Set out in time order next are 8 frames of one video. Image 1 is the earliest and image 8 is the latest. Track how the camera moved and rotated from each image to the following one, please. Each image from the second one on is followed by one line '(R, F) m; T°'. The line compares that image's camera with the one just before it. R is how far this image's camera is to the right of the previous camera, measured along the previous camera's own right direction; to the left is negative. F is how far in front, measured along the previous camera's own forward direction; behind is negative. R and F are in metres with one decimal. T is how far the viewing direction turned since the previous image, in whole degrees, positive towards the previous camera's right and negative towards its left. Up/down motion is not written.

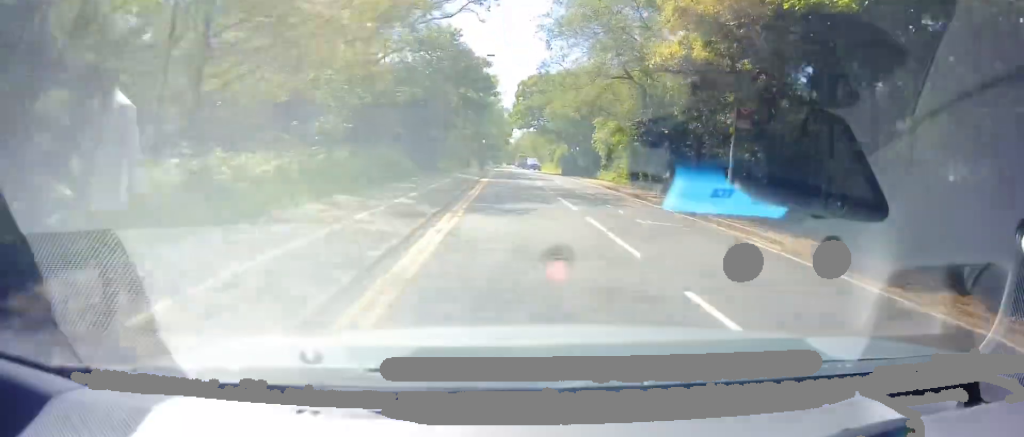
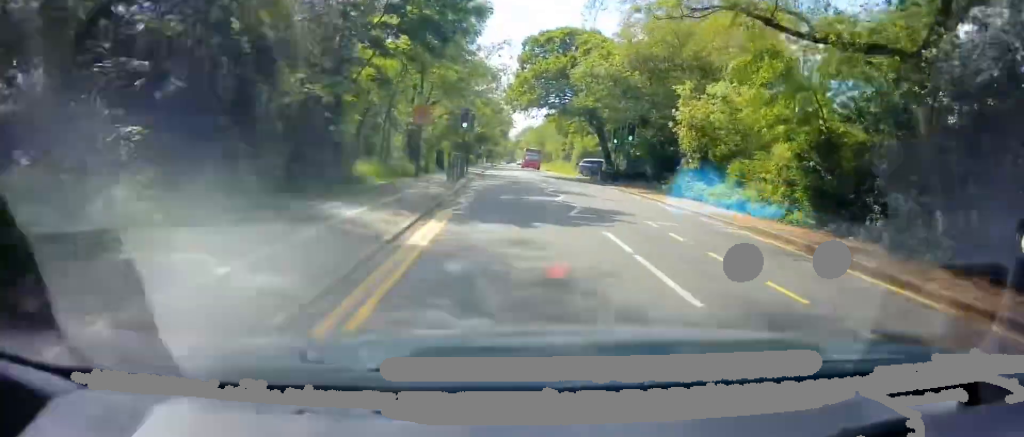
(0.0, +24.3) m; 0°
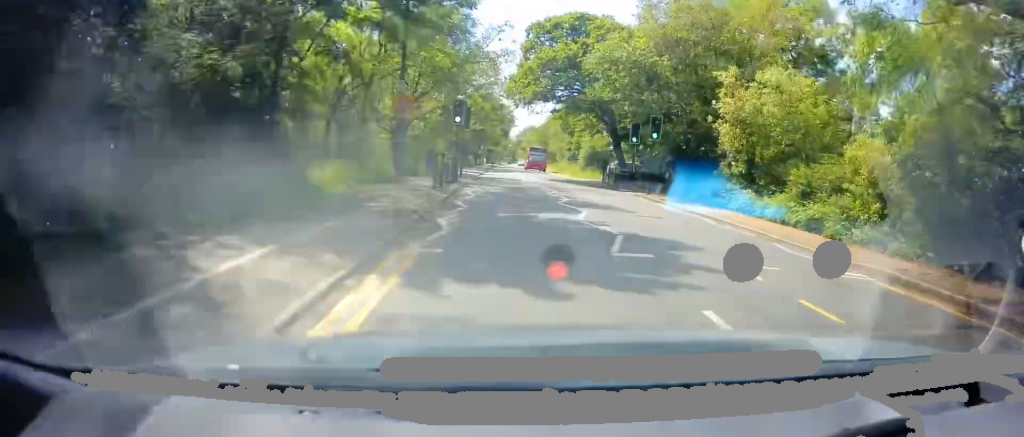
(0.0, +5.6) m; 0°
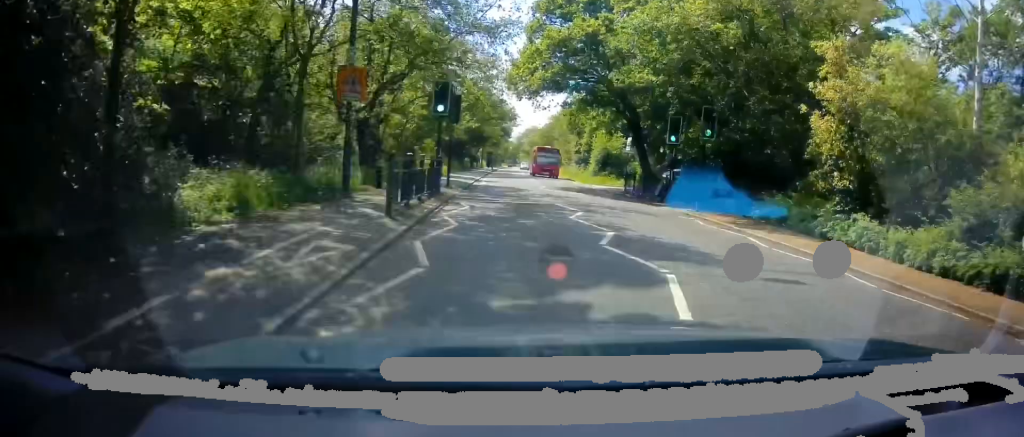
(0.0, +7.5) m; 0°
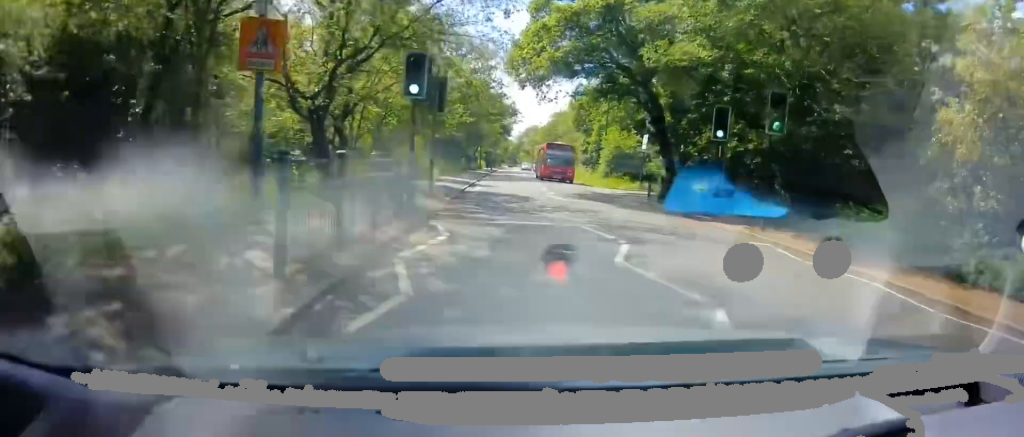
(0.0, +5.5) m; 0°
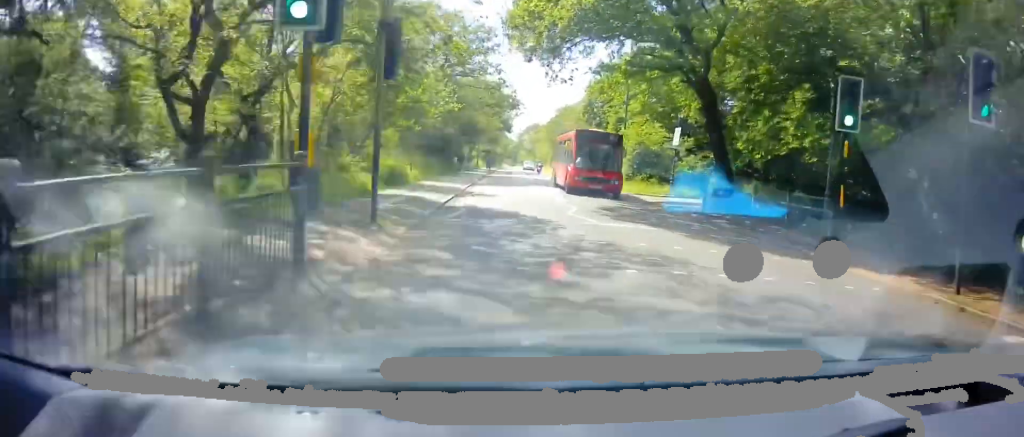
(0.0, +7.3) m; 0°
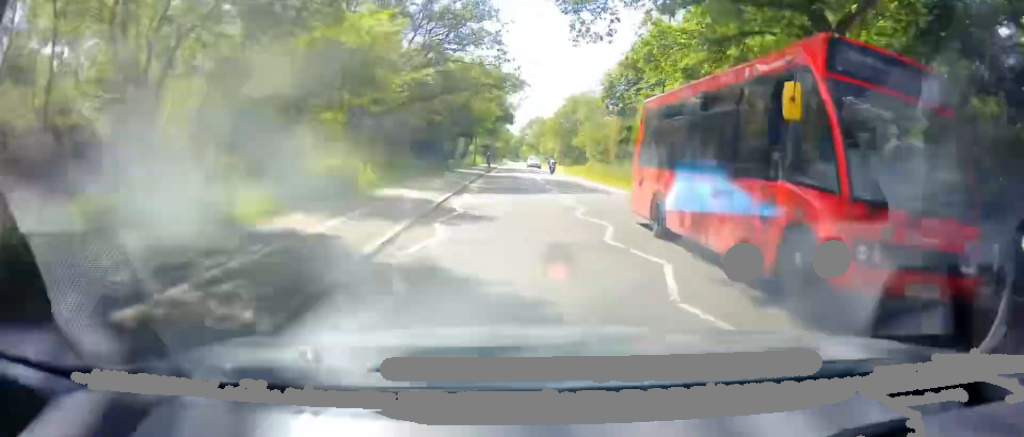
(0.0, +8.6) m; 0°
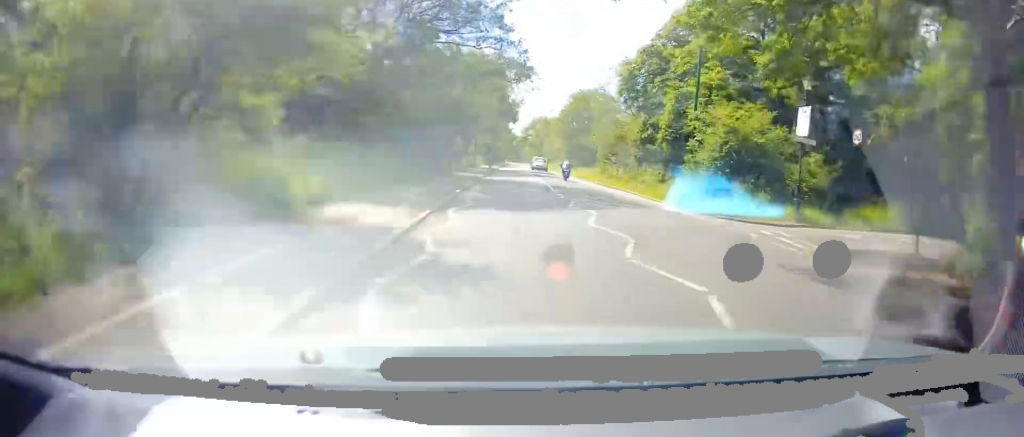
(0.0, +5.1) m; 0°
